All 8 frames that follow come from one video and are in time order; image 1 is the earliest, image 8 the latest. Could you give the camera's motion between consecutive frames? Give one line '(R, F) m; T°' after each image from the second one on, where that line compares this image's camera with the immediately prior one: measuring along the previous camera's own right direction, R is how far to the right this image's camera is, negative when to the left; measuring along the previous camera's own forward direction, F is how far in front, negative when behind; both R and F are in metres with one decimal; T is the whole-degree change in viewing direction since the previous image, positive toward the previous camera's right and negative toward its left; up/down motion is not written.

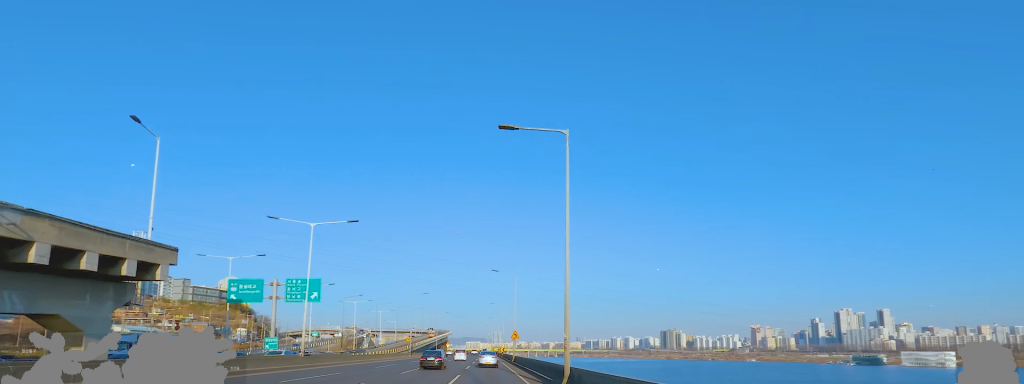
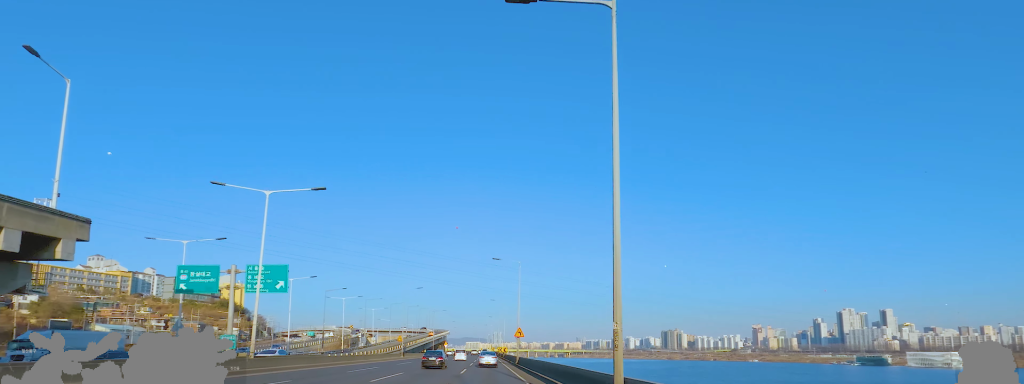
(+0.1, +9.4) m; 0°
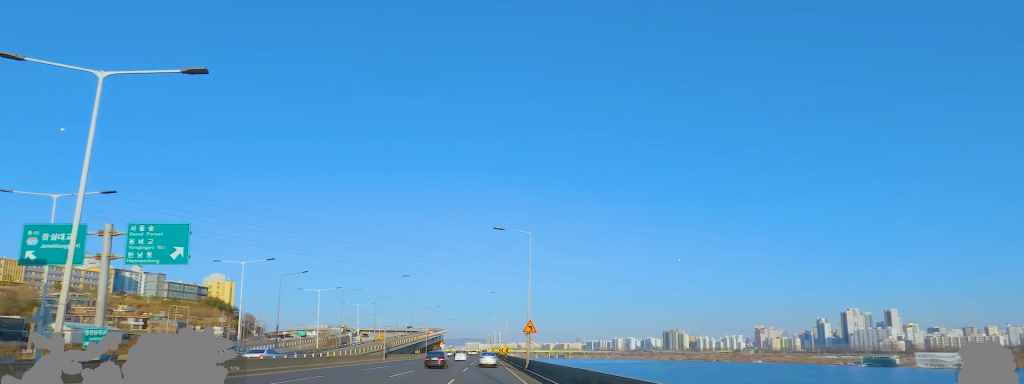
(0.0, +16.2) m; -1°
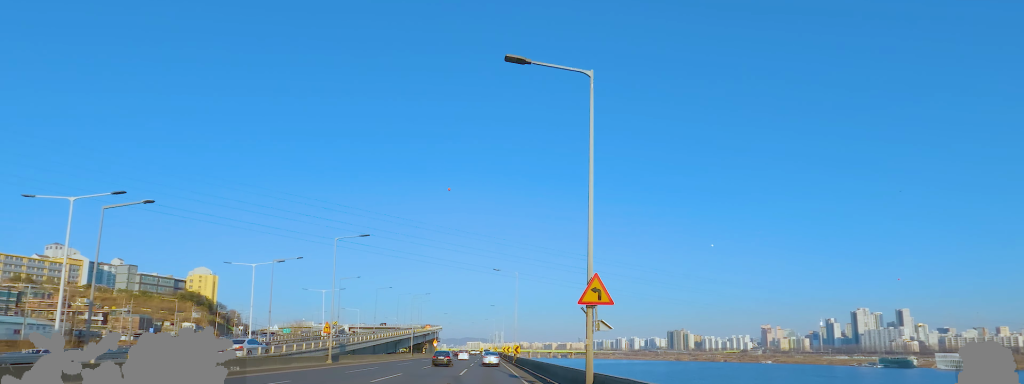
(-0.5, +29.5) m; -1°
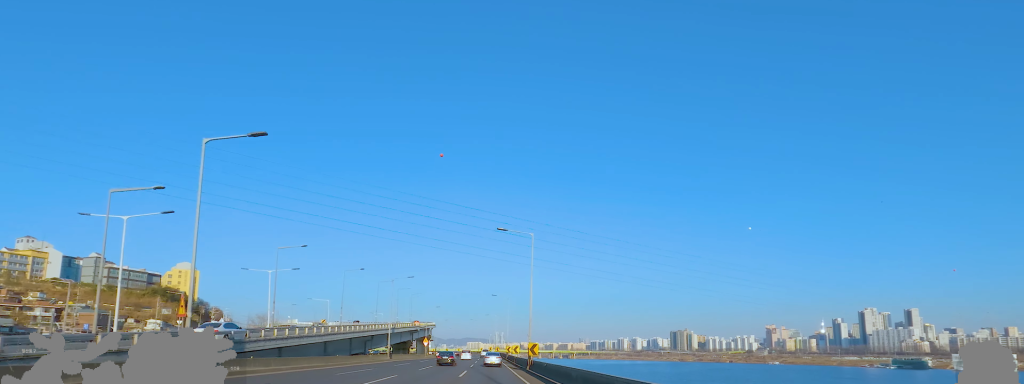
(-0.2, +27.5) m; -1°
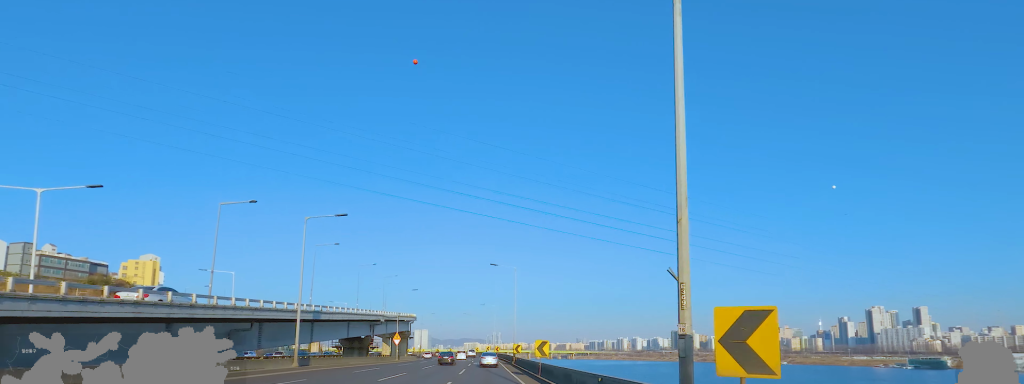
(-0.3, +39.6) m; 0°
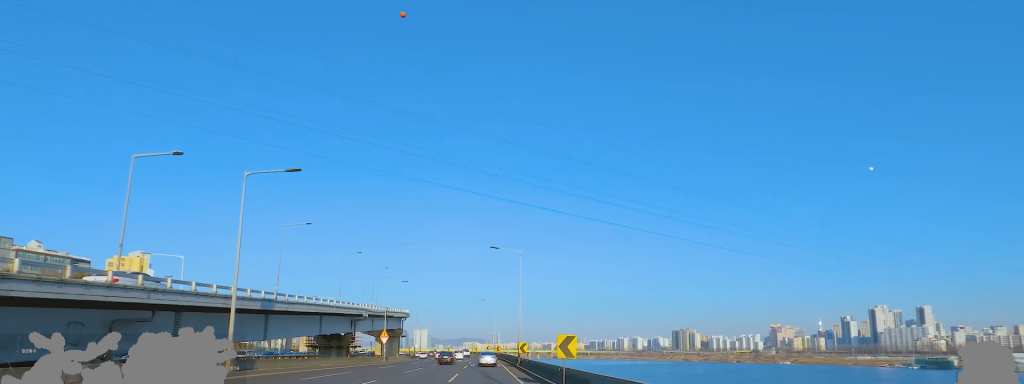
(-0.1, +10.9) m; +1°
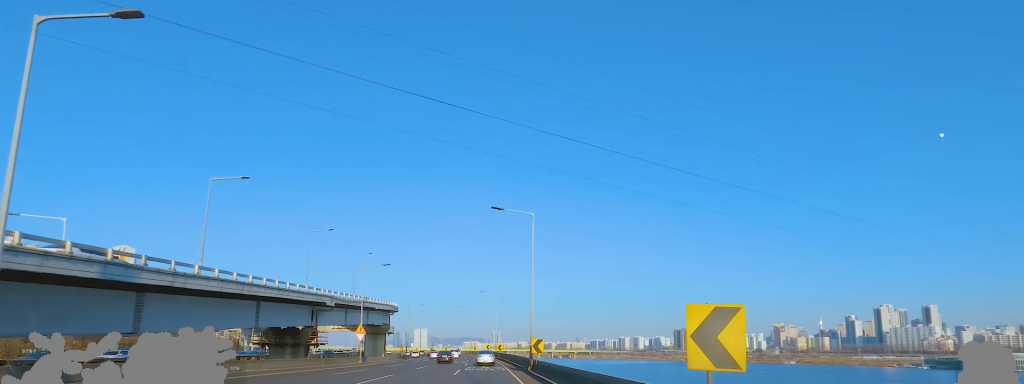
(+0.4, +14.6) m; 0°
